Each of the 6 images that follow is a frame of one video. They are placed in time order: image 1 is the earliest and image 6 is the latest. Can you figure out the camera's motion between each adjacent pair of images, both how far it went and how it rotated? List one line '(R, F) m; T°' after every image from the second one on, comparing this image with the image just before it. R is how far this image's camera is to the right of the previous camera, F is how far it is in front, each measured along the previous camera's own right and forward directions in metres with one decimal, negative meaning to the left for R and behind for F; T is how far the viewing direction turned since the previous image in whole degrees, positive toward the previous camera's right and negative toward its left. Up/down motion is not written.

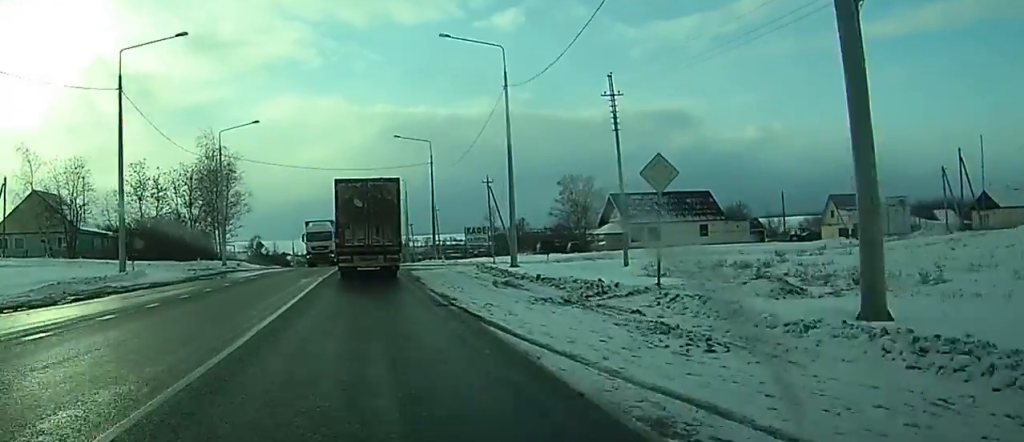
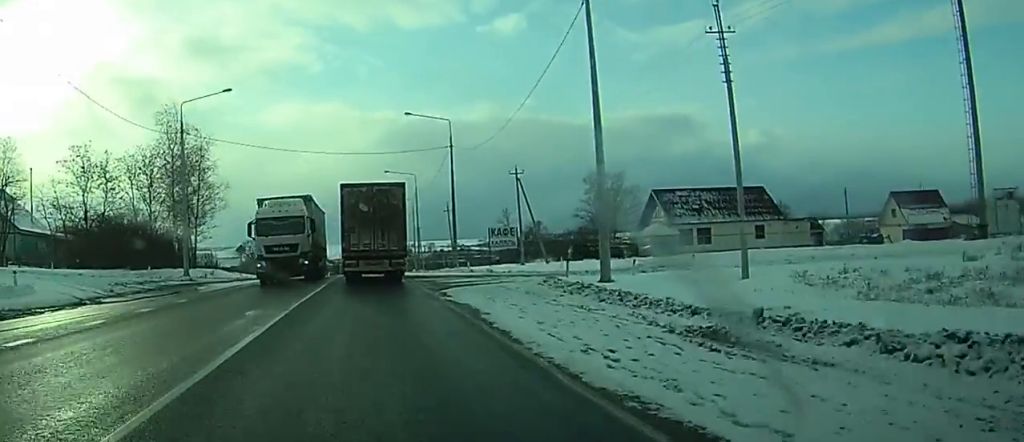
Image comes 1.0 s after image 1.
(0.0, +16.6) m; 0°
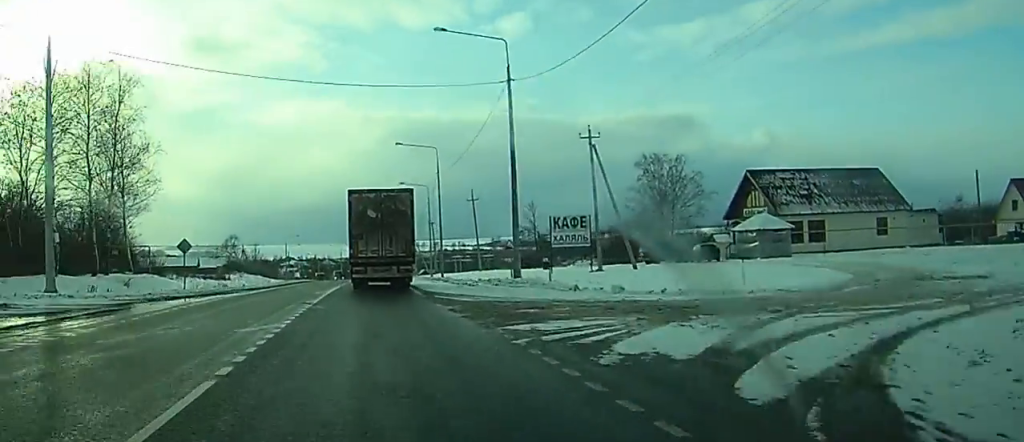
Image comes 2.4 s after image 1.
(0.0, +25.4) m; 0°
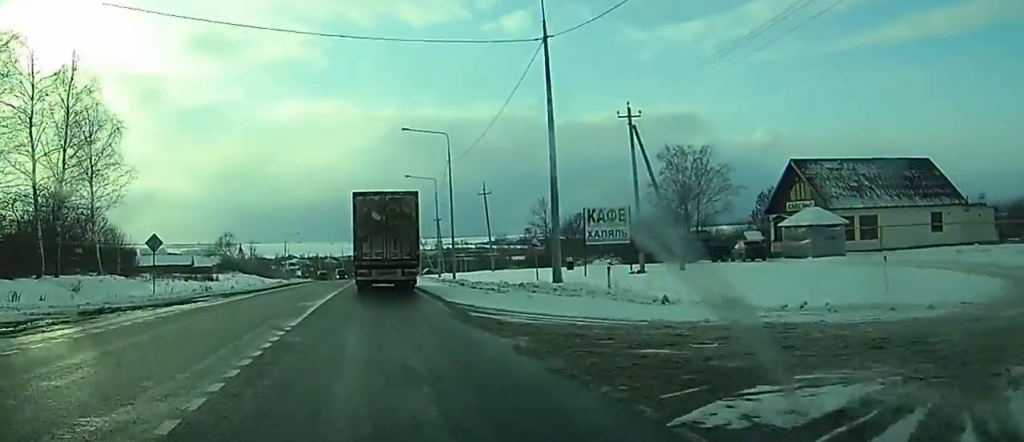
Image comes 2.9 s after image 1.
(0.0, +8.1) m; 0°
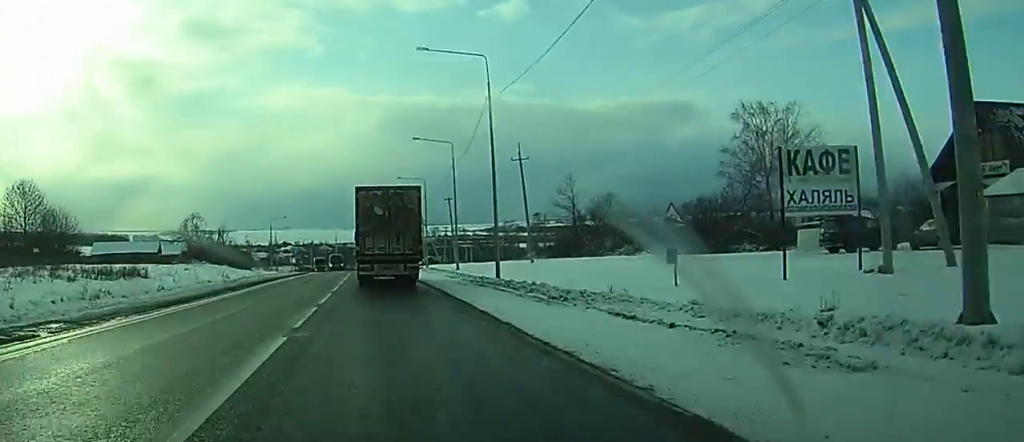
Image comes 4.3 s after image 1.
(-0.1, +23.7) m; 0°
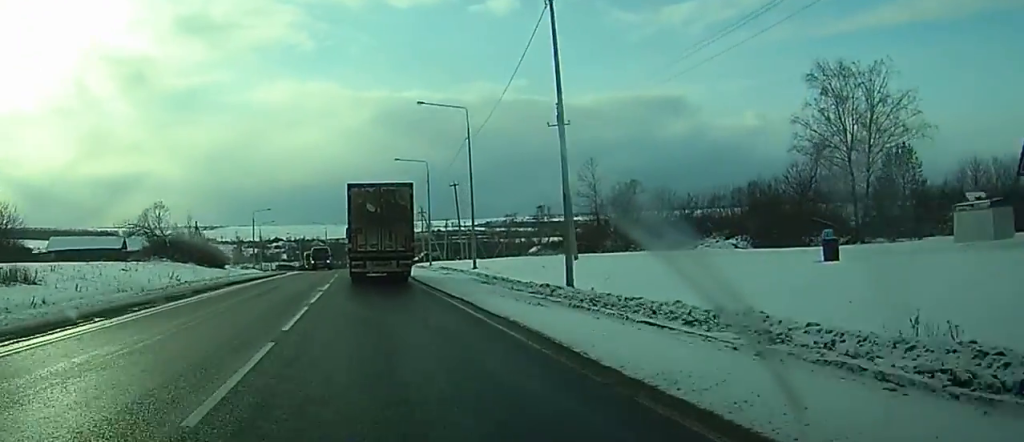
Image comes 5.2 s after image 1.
(+0.1, +16.8) m; 0°
